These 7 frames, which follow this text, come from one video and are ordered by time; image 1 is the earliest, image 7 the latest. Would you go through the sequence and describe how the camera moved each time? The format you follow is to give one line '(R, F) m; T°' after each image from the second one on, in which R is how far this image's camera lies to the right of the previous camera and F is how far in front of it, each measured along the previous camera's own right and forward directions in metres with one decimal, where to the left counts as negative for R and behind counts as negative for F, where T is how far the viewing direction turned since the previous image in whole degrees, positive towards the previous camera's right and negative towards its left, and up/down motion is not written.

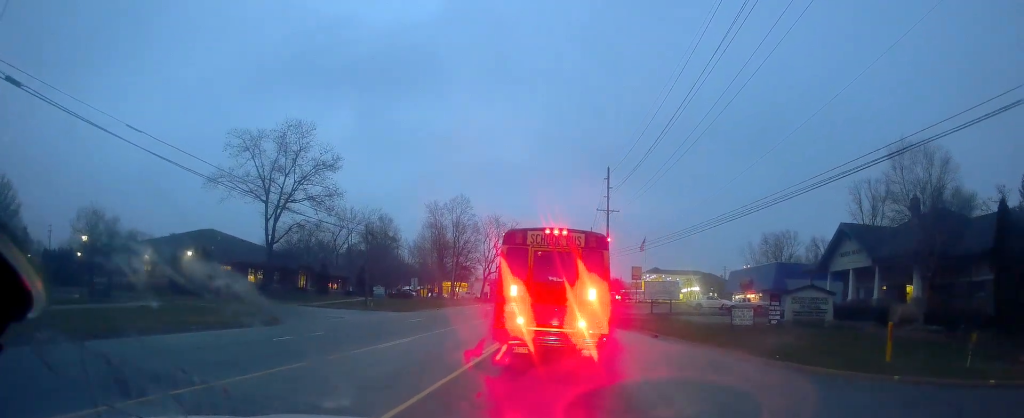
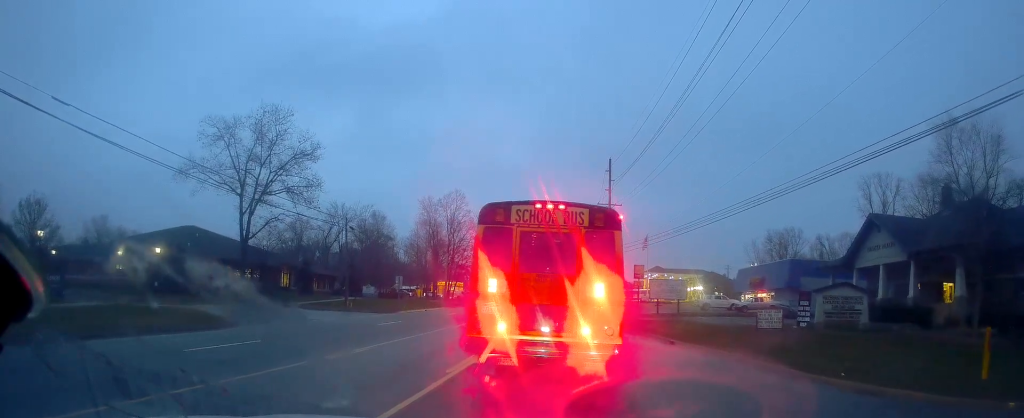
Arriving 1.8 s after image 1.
(0.0, +5.8) m; 0°
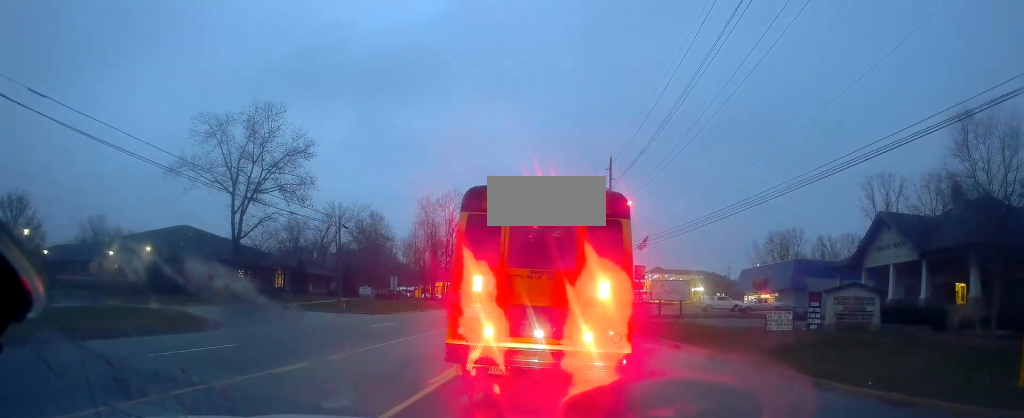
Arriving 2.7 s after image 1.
(0.0, +1.9) m; 0°
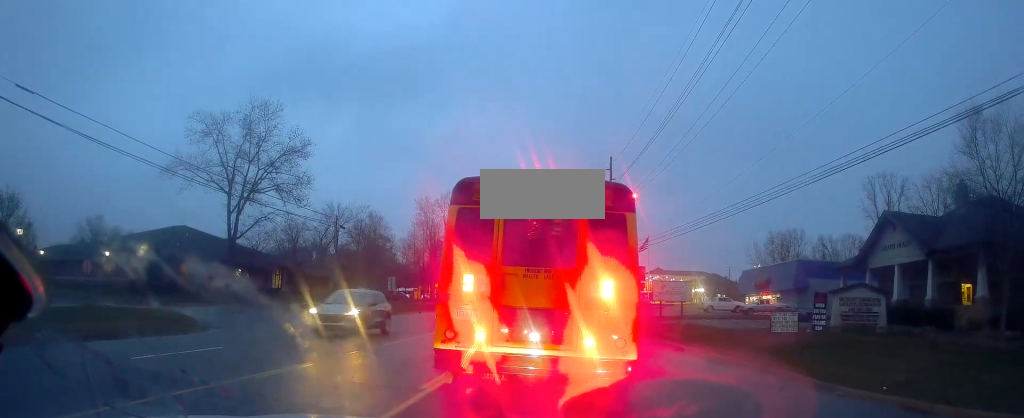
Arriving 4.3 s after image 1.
(0.0, +0.5) m; 0°
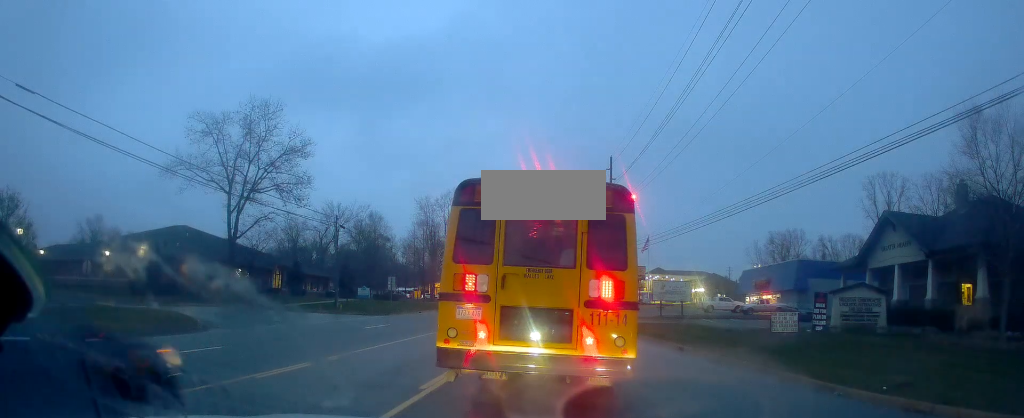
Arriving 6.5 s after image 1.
(0.0, 0.0) m; 0°
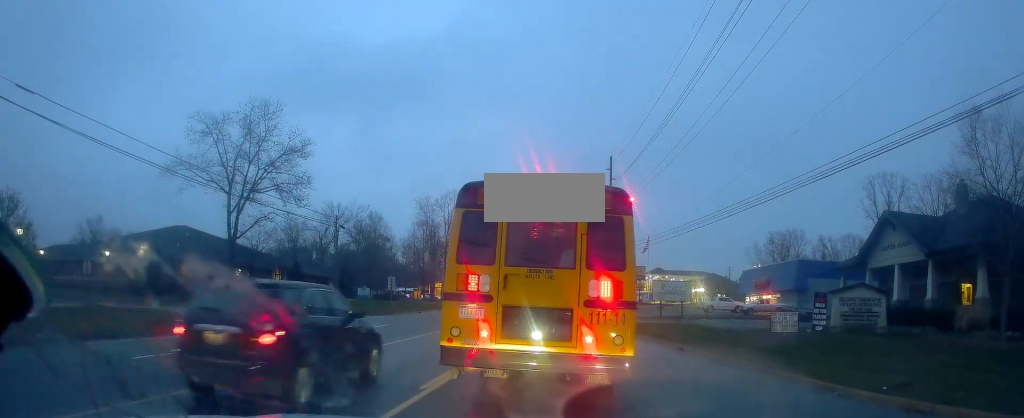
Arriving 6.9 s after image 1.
(0.0, 0.0) m; 0°
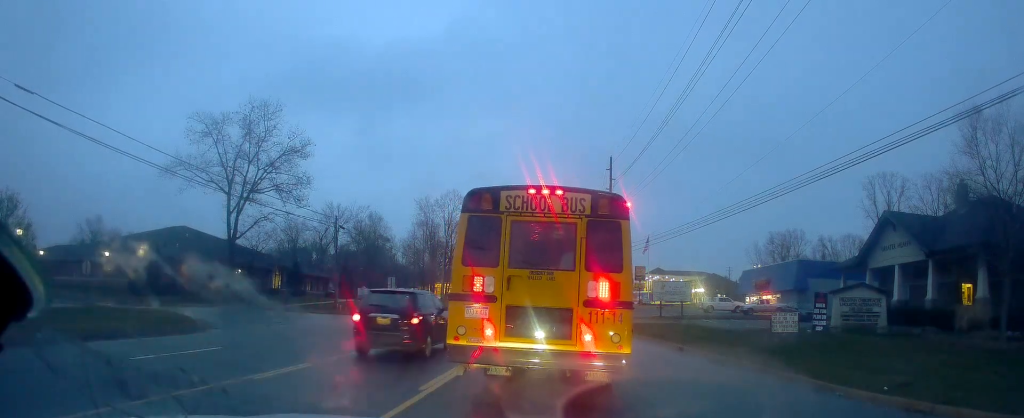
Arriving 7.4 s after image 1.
(0.0, 0.0) m; 0°
